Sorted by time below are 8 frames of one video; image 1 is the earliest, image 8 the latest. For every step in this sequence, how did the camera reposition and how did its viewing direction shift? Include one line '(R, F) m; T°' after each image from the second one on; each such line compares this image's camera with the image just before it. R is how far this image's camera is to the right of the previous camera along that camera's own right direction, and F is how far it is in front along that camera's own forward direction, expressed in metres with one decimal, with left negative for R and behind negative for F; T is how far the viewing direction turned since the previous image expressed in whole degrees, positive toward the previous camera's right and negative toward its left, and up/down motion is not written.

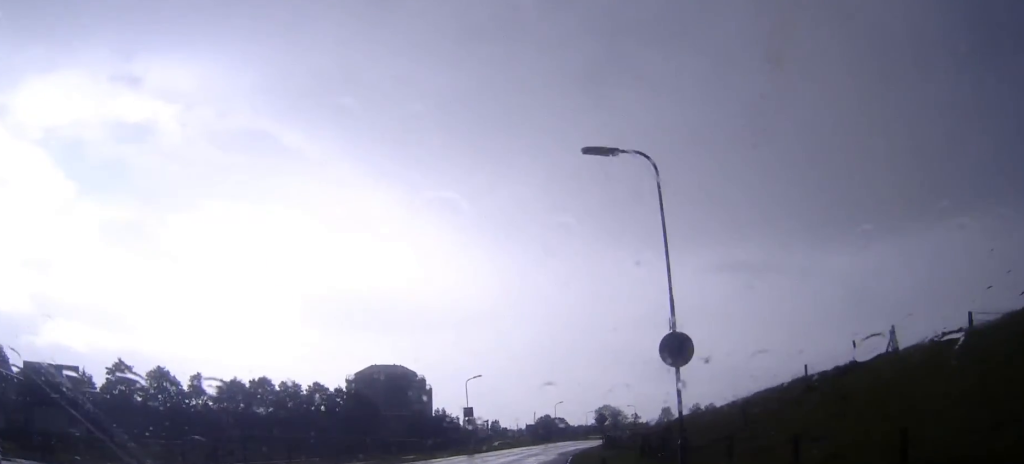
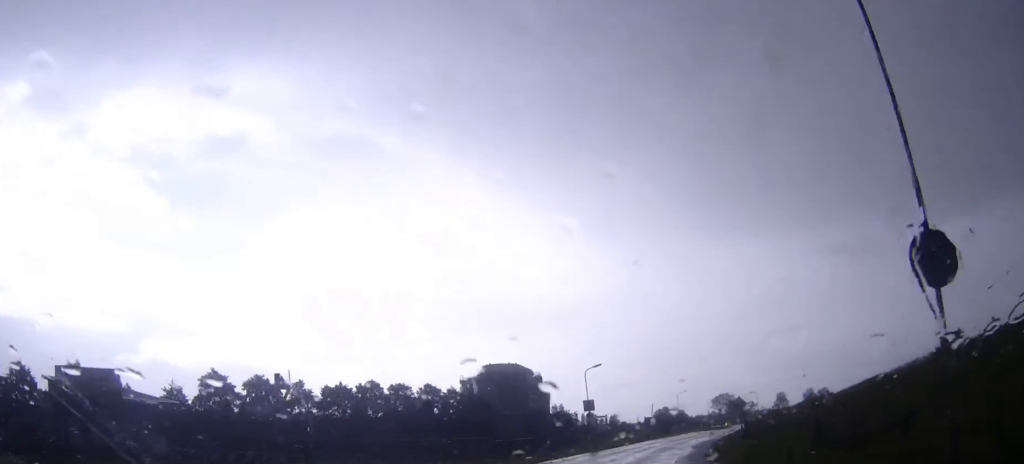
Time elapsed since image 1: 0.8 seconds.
(-0.3, +6.0) m; -12°
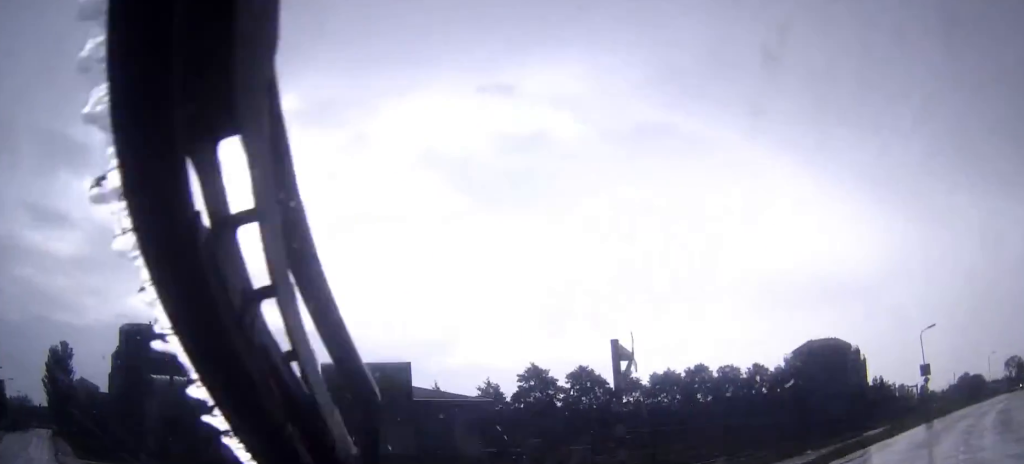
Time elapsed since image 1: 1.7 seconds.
(-0.8, +5.2) m; -22°
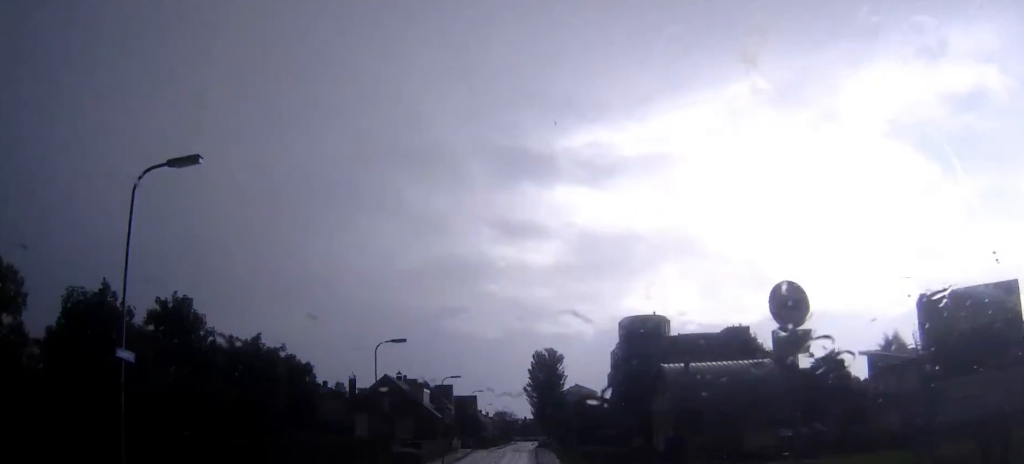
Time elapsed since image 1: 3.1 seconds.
(-2.7, +7.6) m; -32°
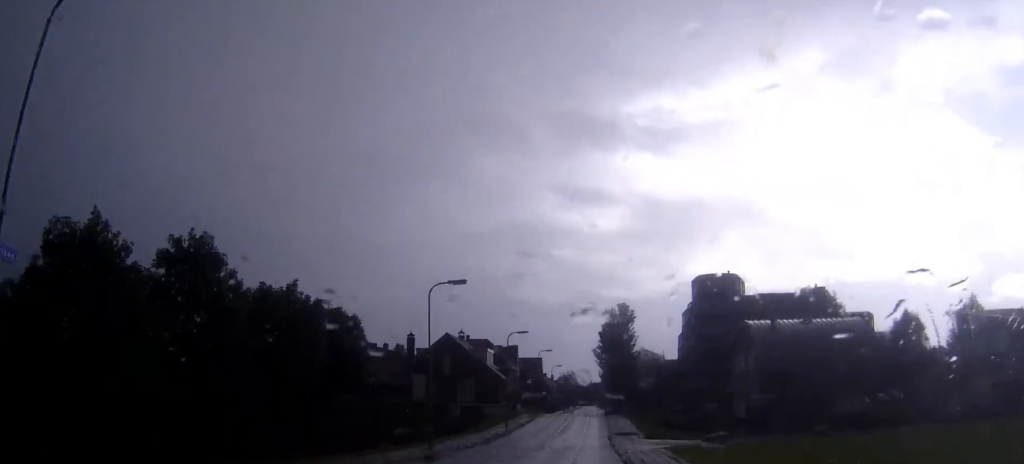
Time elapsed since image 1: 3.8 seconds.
(-0.4, +5.1) m; -3°
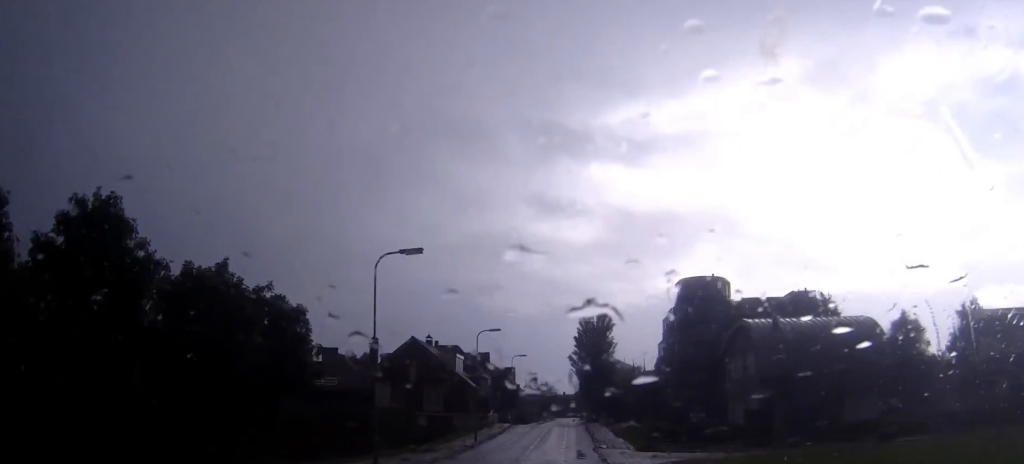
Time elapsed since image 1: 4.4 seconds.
(-0.1, +5.3) m; 0°
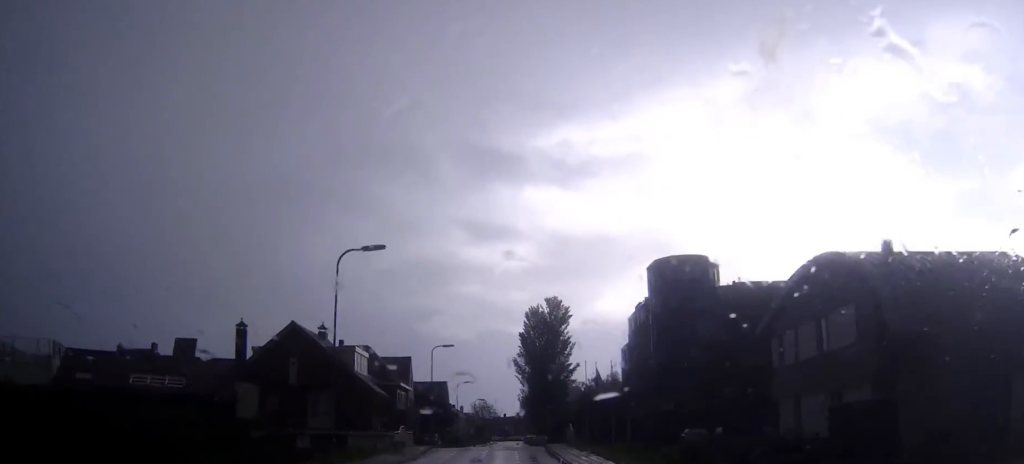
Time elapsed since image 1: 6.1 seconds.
(+0.6, +19.6) m; +3°
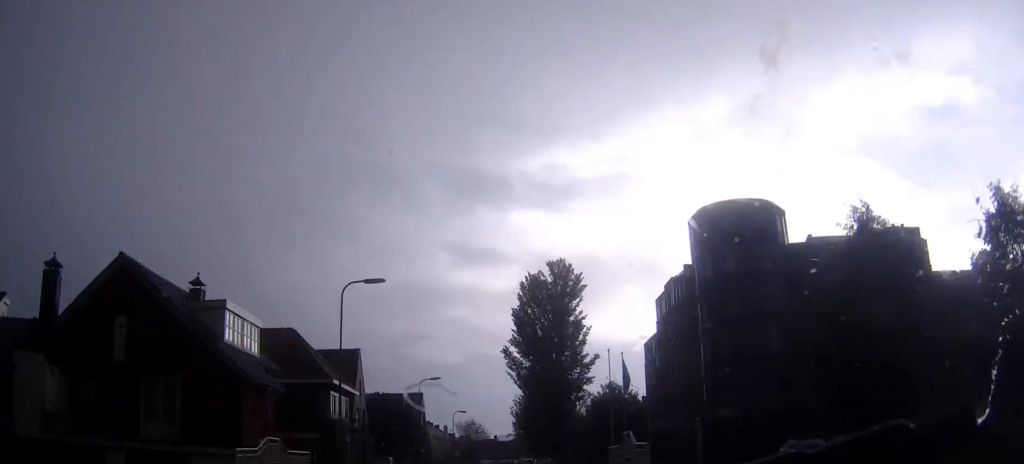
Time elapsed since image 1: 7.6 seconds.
(+0.2, +22.7) m; +1°
